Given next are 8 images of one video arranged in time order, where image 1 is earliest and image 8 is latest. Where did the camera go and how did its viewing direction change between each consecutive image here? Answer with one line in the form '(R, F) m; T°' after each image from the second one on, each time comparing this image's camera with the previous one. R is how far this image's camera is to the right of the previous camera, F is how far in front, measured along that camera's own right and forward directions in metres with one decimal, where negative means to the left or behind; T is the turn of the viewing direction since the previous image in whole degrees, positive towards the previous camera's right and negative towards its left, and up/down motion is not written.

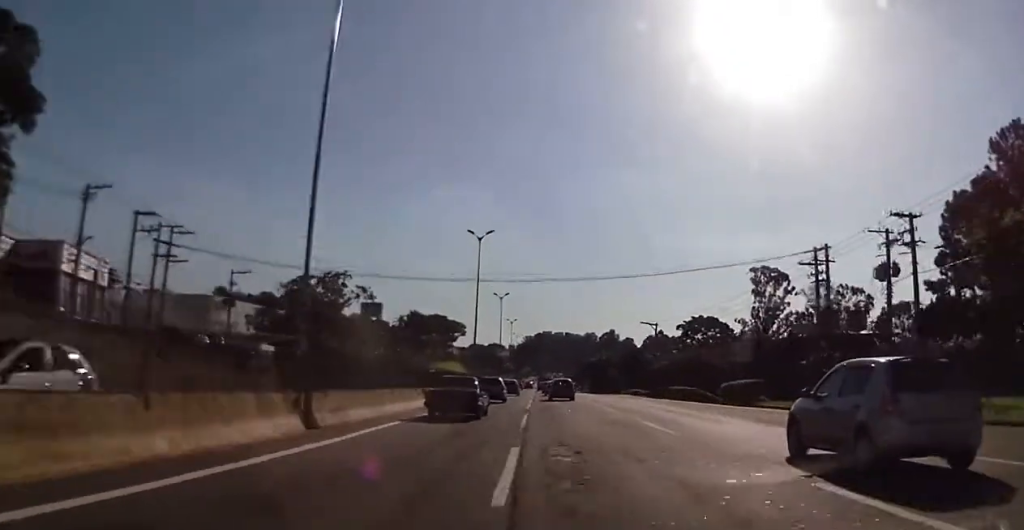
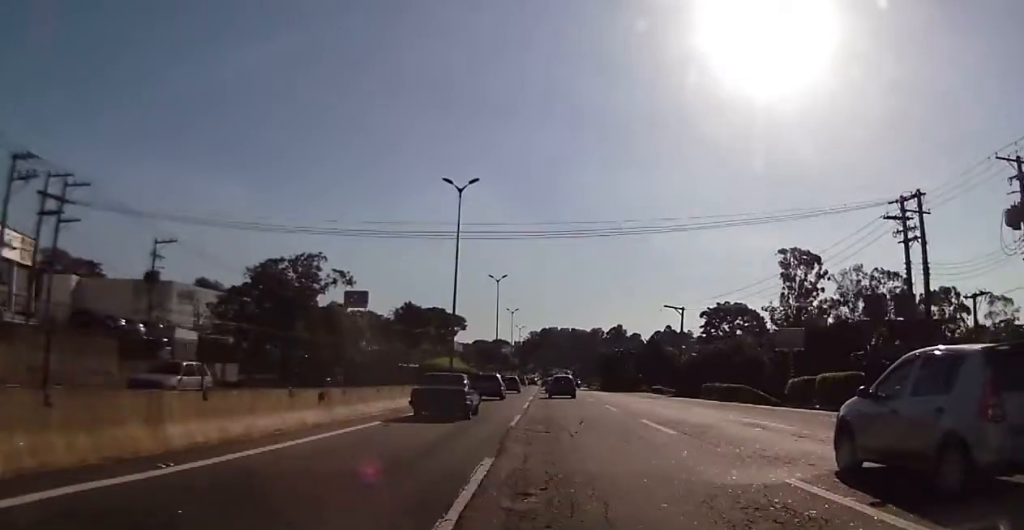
(0.0, +13.8) m; 0°
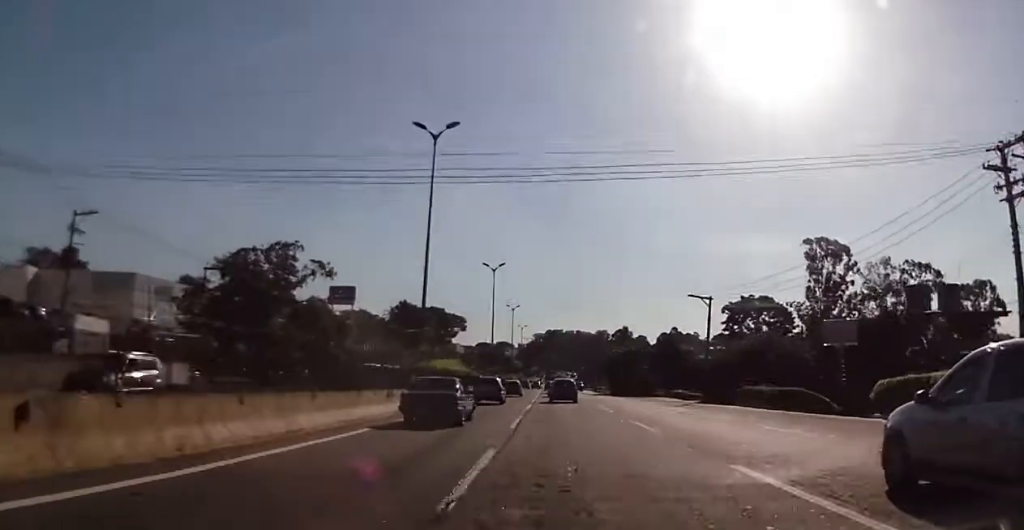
(0.0, +10.5) m; 0°
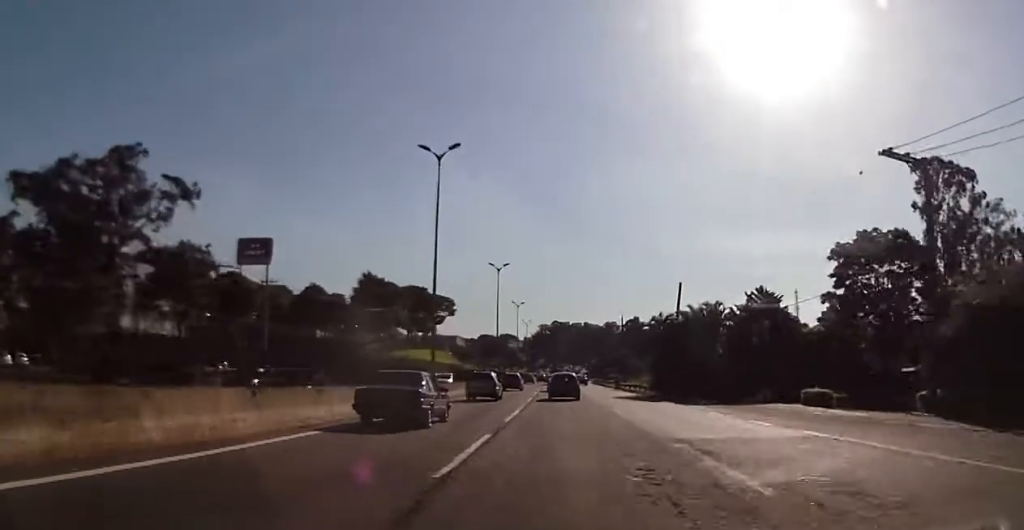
(-0.8, +35.7) m; -3°
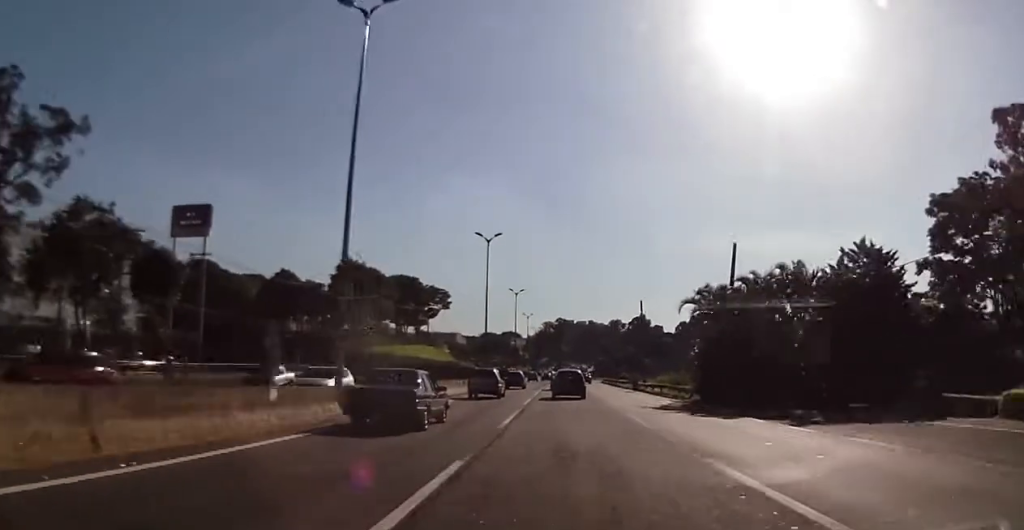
(0.0, +15.8) m; +1°
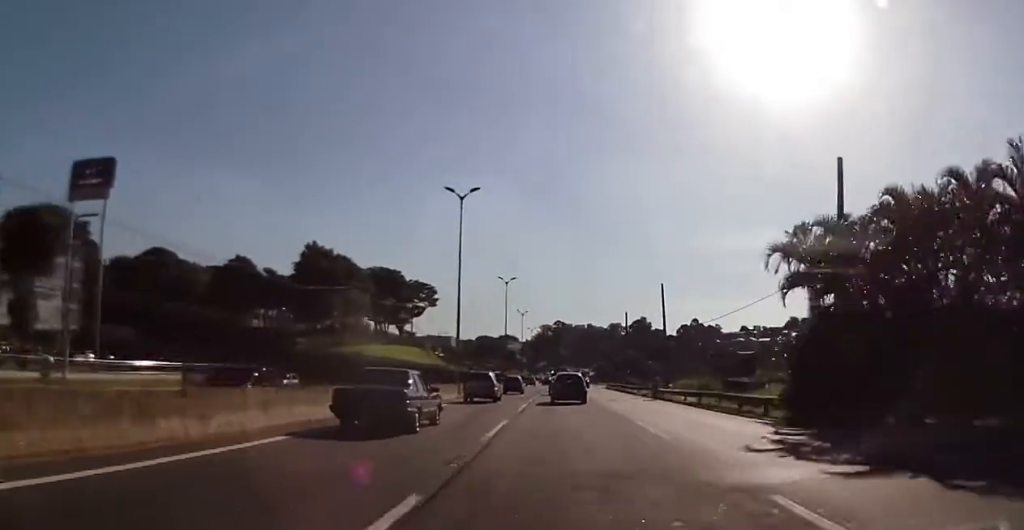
(+0.3, +15.7) m; 0°
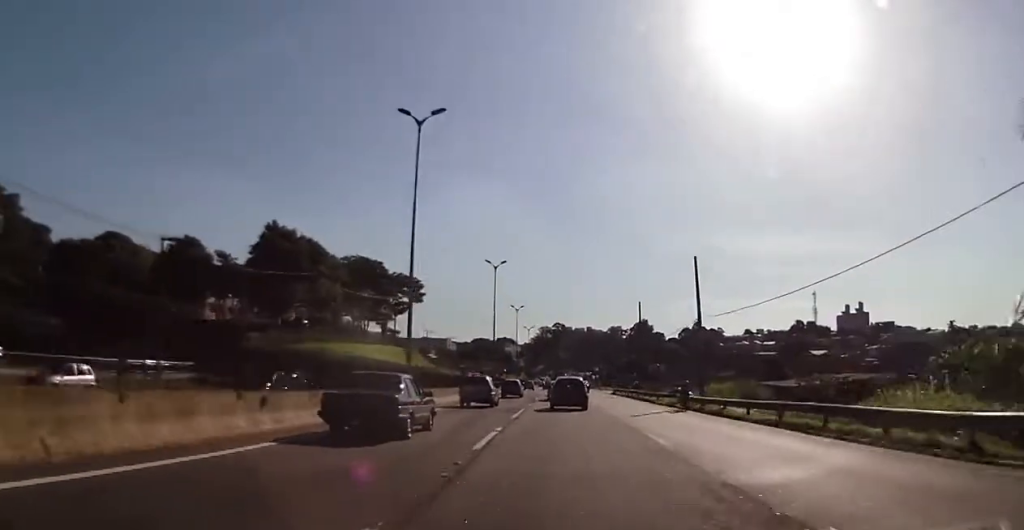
(+0.1, +14.2) m; 0°
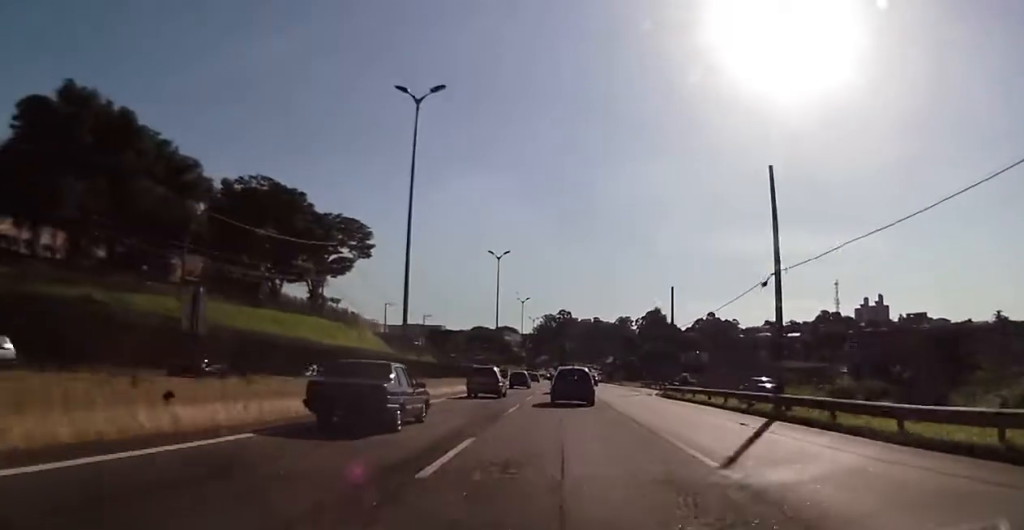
(-0.9, +41.6) m; -1°
